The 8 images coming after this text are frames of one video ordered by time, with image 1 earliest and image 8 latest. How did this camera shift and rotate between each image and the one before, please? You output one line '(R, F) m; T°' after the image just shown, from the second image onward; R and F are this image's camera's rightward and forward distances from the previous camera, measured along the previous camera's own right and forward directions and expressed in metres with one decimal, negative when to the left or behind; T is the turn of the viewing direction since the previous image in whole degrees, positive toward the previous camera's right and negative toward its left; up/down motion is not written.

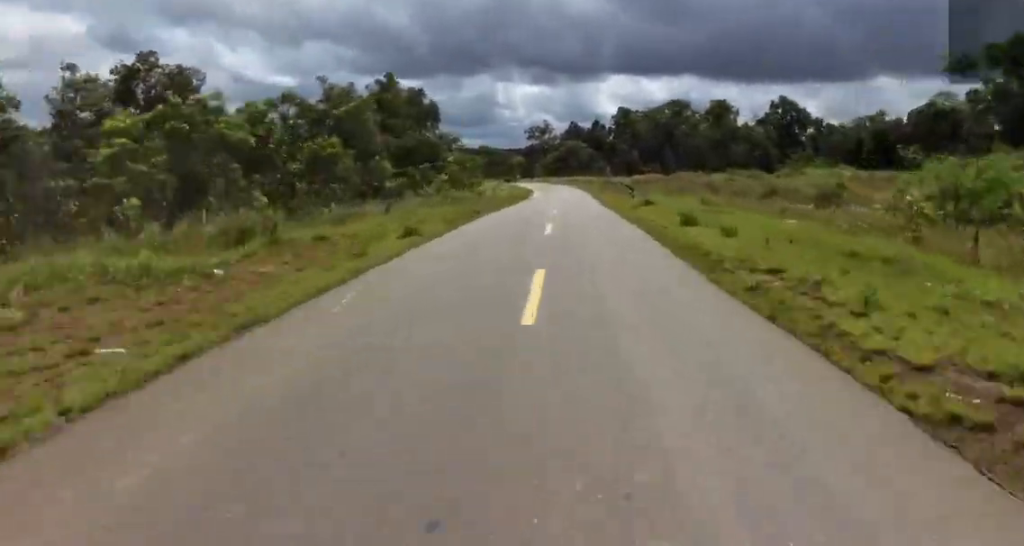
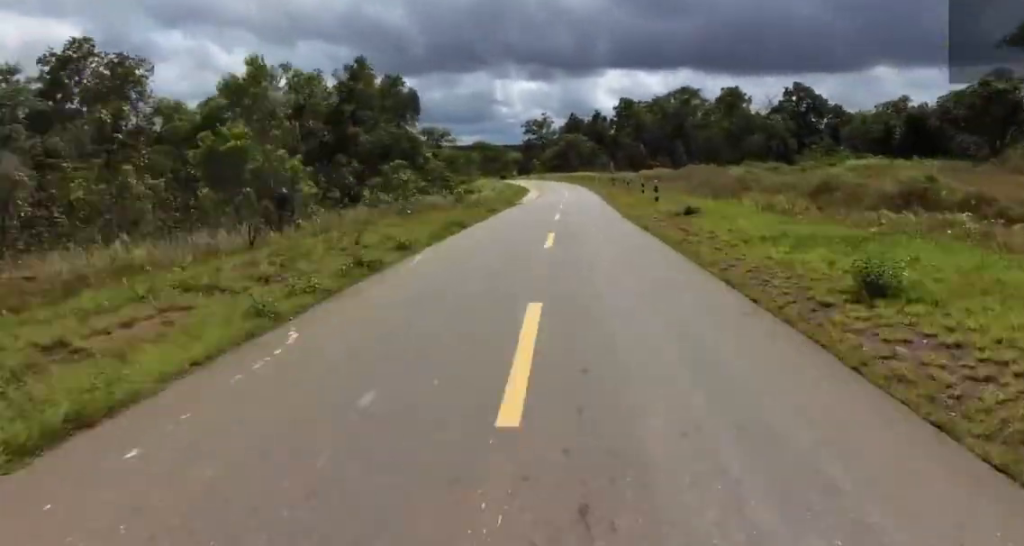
(+0.1, +10.8) m; -1°
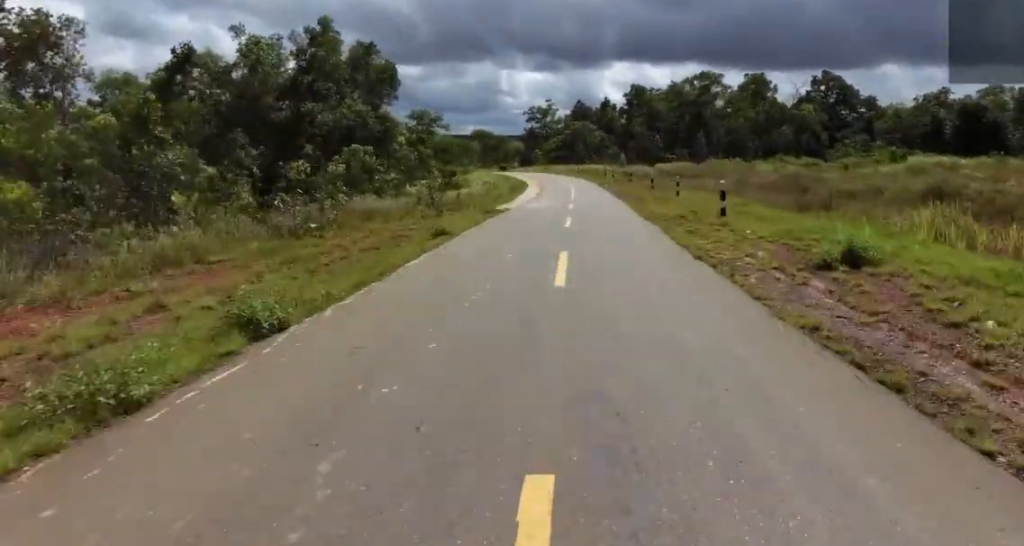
(-0.8, +12.1) m; 0°
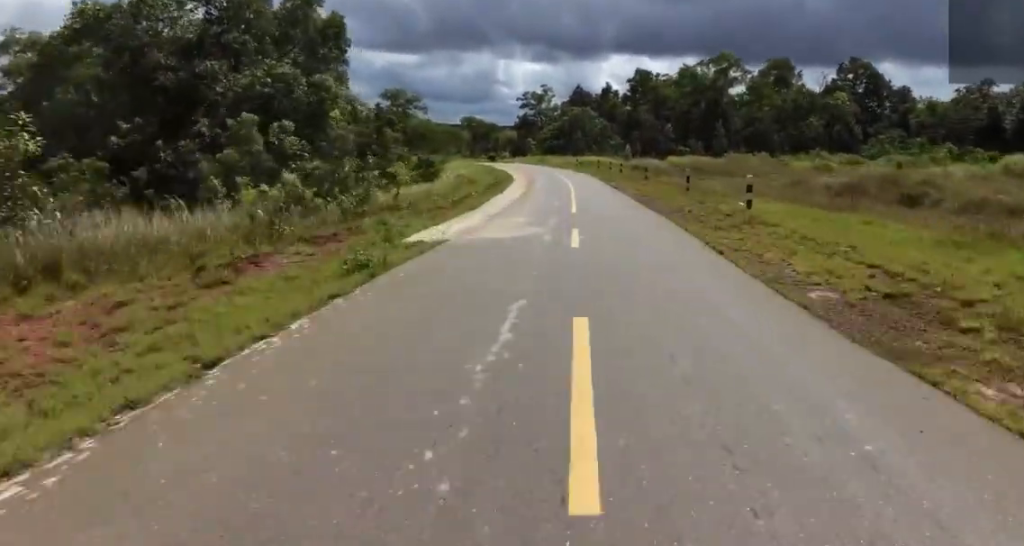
(-0.1, +13.2) m; 0°
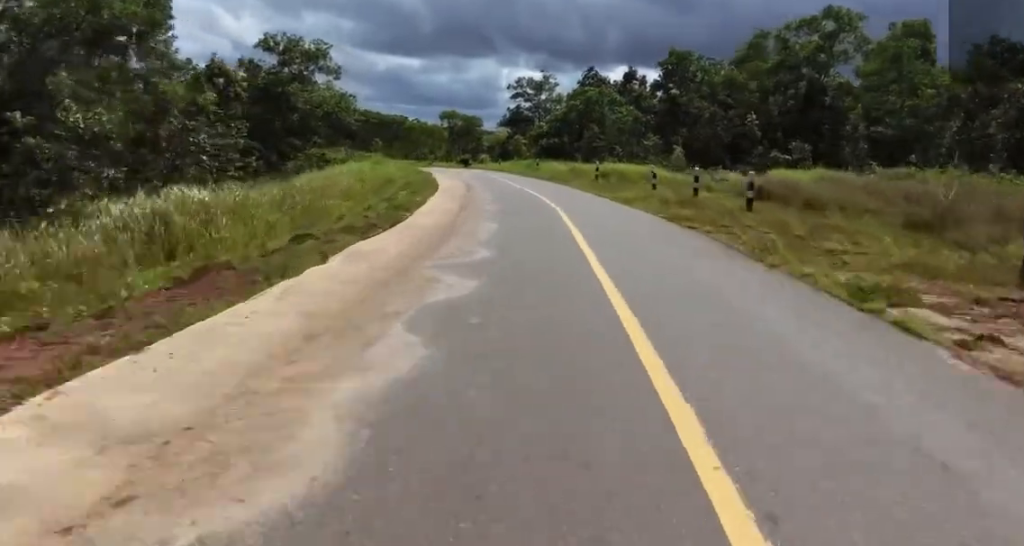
(-0.2, +34.7) m; -4°
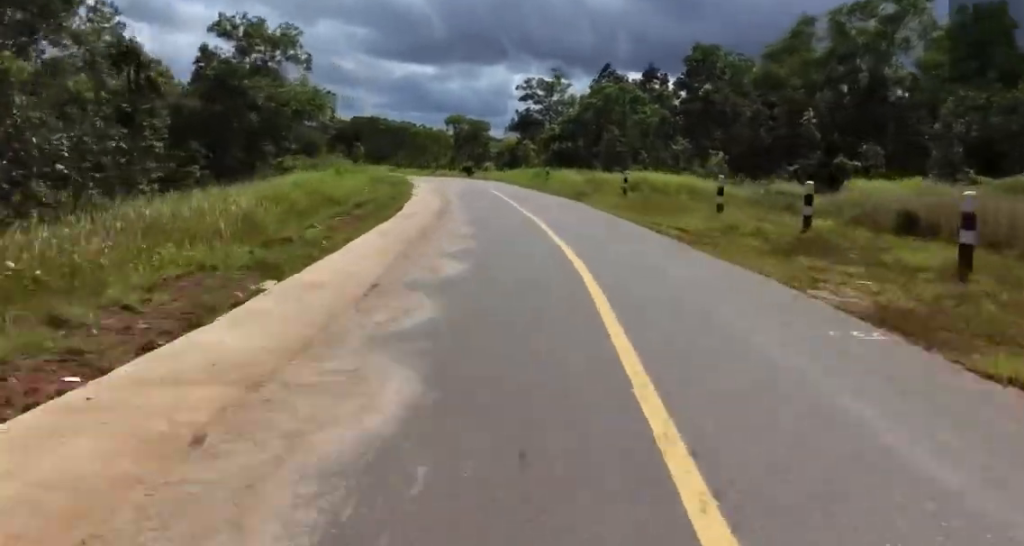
(-0.1, +8.6) m; -4°
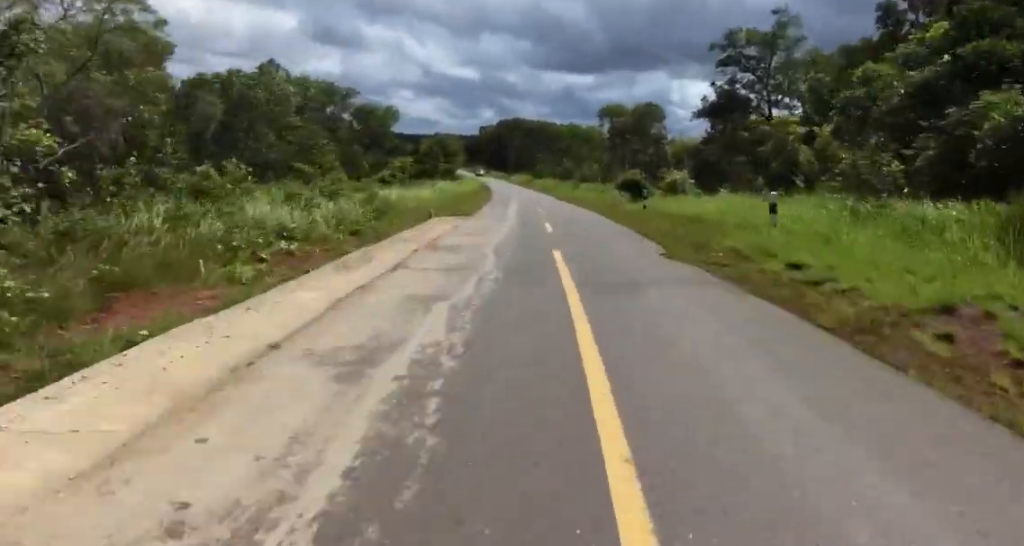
(-4.9, +41.6) m; -9°
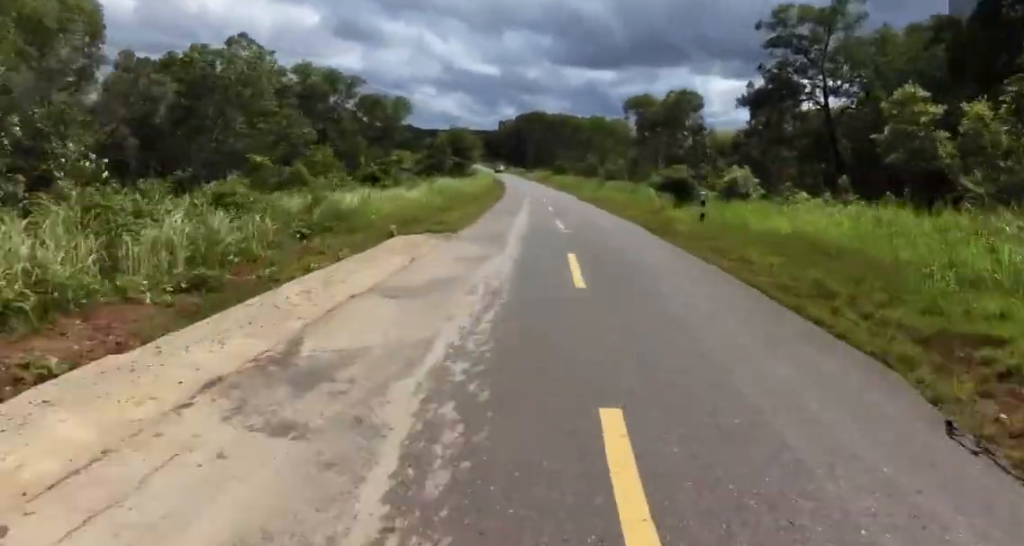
(+0.7, +8.2) m; 0°
